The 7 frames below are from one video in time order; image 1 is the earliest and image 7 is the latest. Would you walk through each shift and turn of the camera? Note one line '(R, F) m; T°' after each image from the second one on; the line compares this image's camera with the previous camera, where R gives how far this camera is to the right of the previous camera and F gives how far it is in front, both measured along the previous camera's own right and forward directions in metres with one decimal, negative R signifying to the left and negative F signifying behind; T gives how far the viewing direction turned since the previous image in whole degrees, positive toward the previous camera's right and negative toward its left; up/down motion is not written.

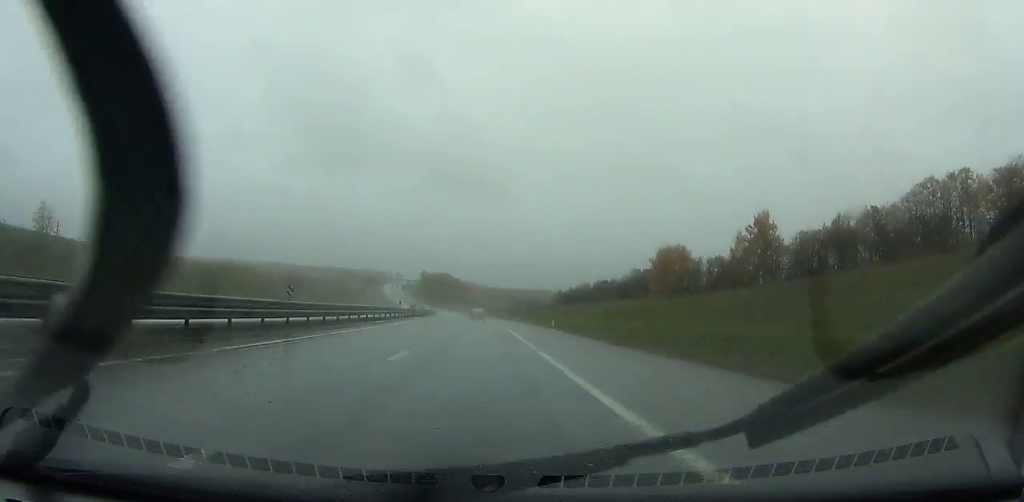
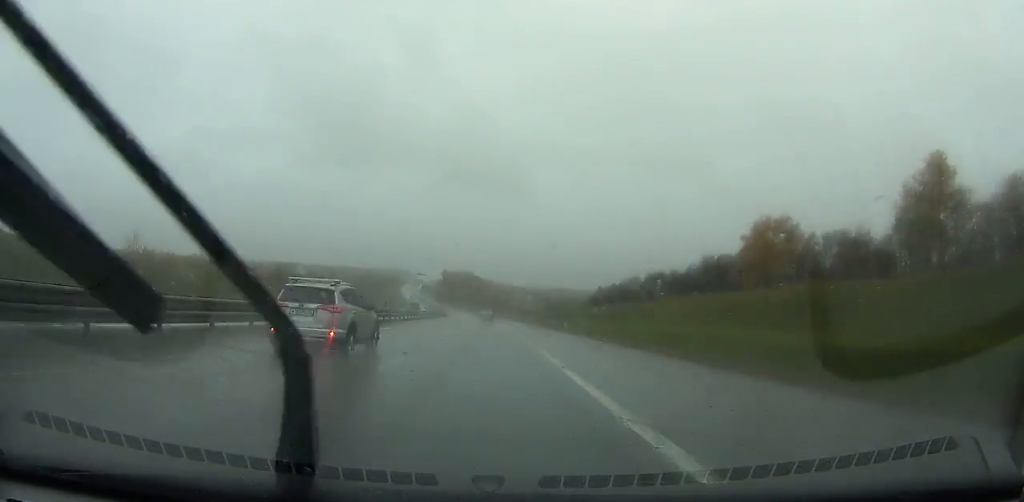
(-0.5, +49.8) m; -1°
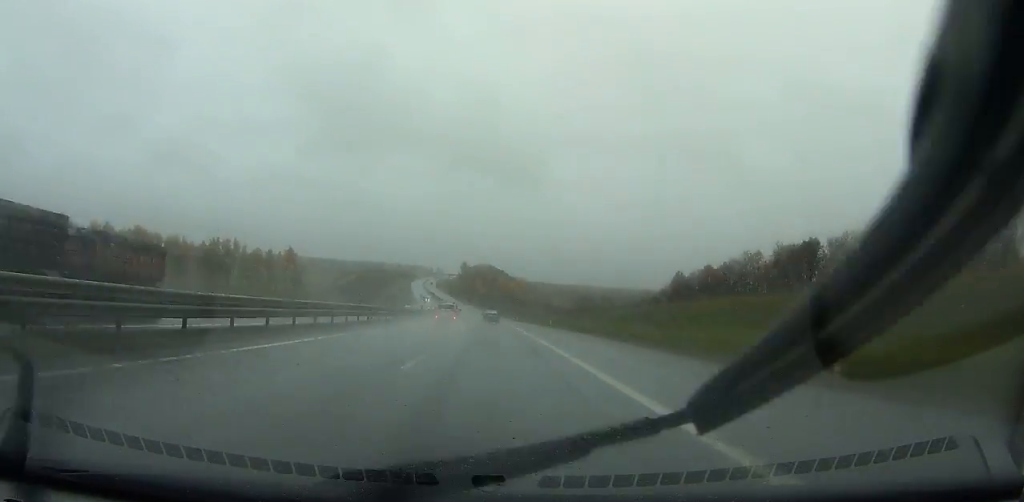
(-1.8, +83.1) m; -2°
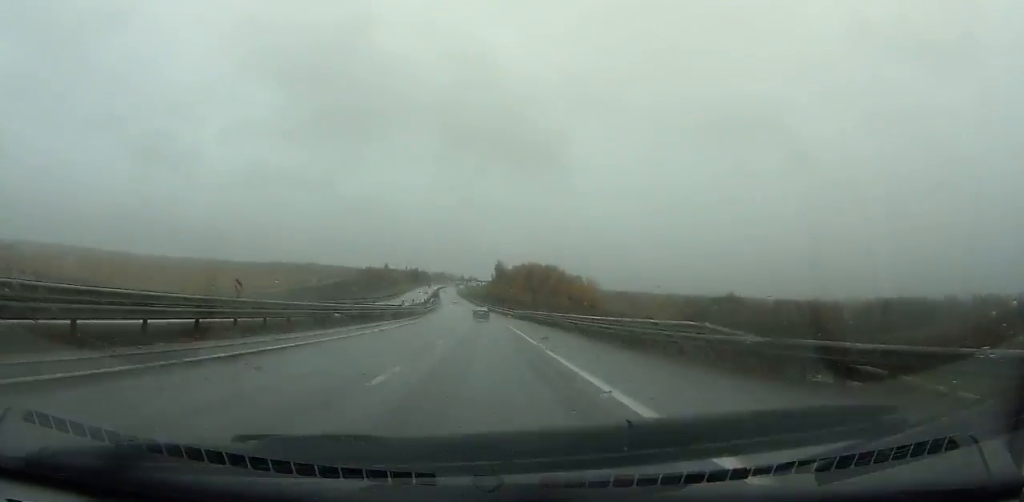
(-7.5, +193.6) m; -4°
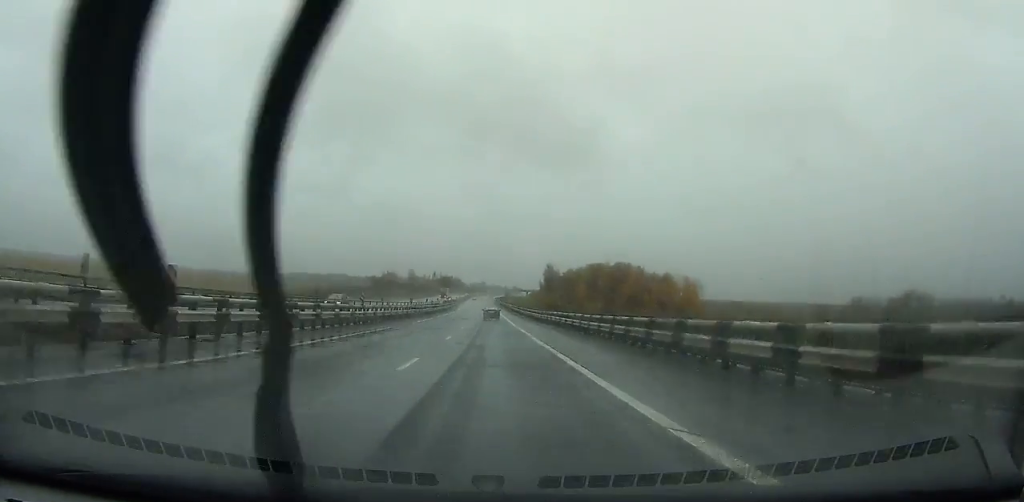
(-2.6, +106.1) m; -3°
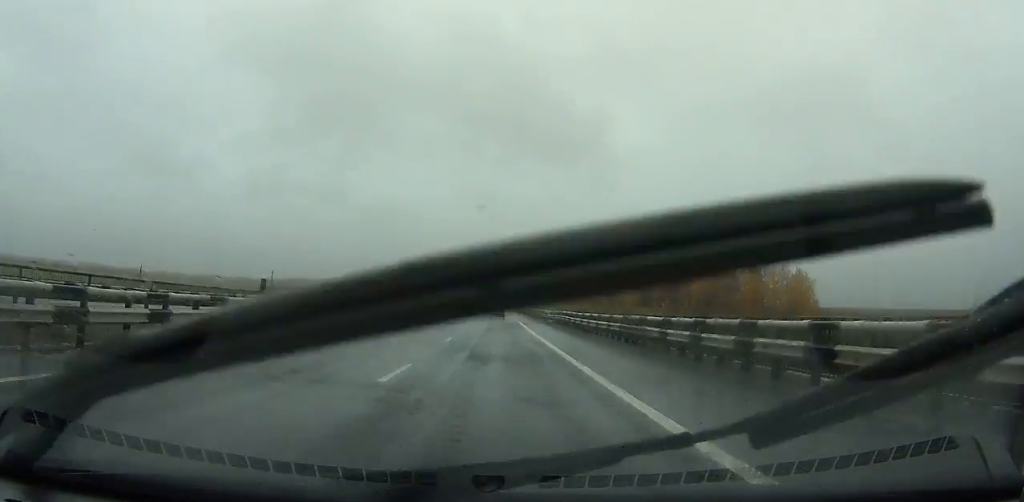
(-1.1, +73.3) m; -1°
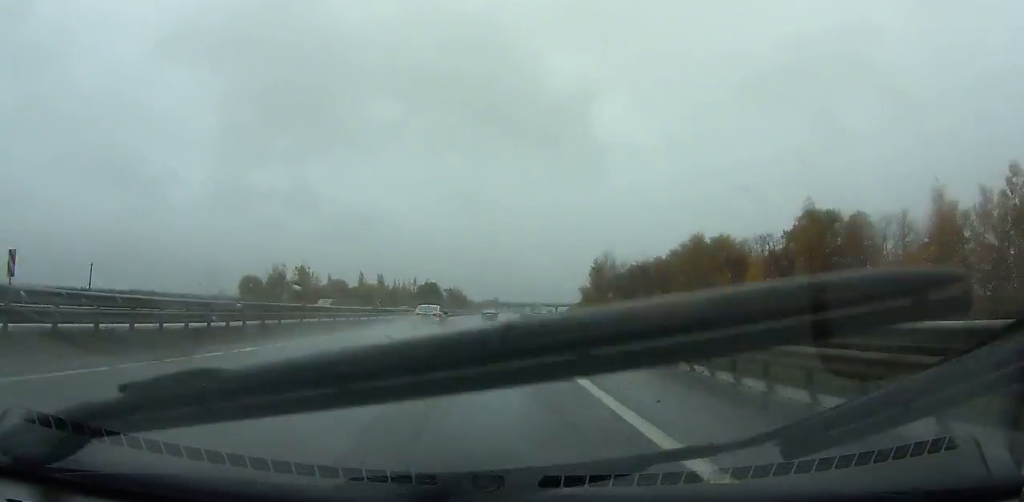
(-0.9, +99.2) m; -1°
